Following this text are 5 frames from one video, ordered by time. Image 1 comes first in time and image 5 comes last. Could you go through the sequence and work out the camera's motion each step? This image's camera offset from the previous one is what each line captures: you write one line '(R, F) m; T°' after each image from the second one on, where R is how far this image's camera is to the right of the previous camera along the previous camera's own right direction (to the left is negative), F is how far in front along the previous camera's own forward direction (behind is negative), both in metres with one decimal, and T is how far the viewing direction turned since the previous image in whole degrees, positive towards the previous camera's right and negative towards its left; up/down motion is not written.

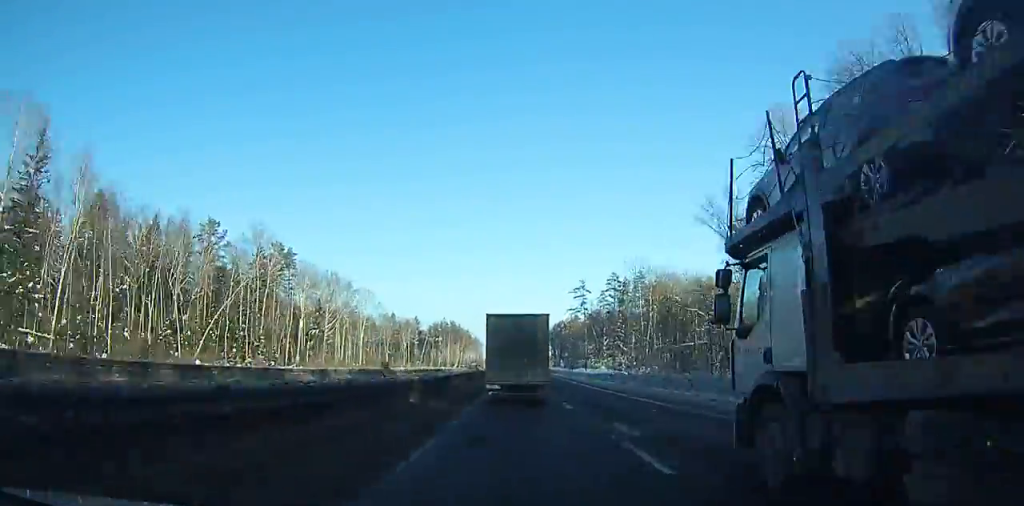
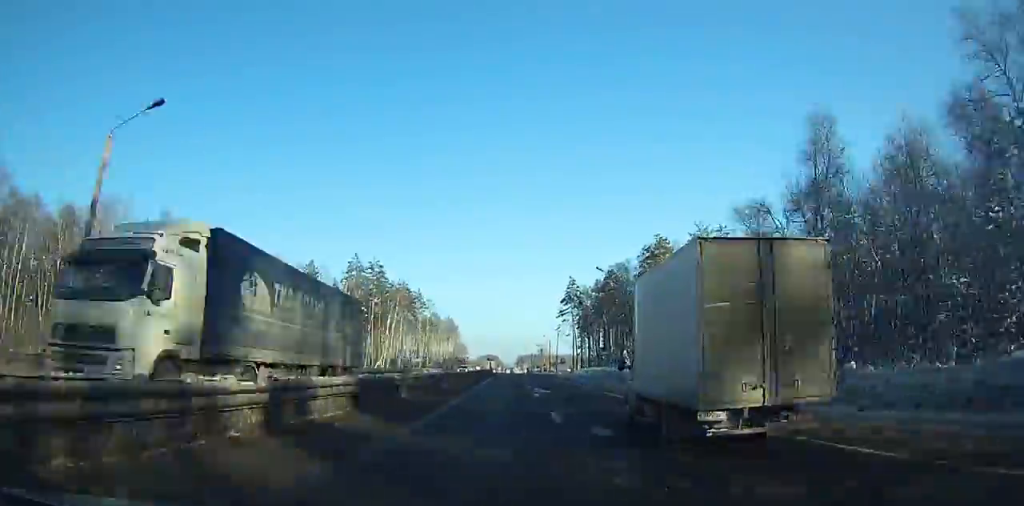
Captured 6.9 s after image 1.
(+0.4, +159.0) m; 0°
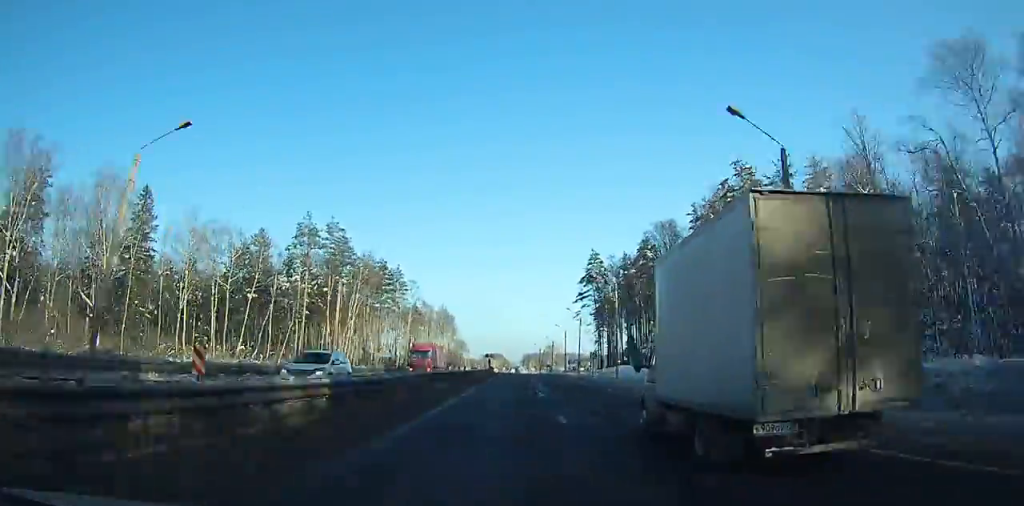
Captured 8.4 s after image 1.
(-0.1, +35.9) m; 0°
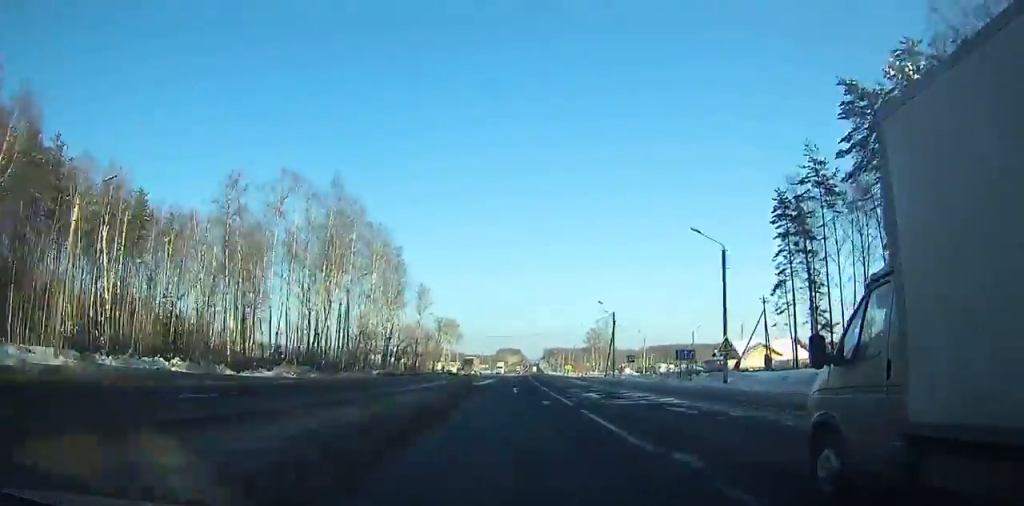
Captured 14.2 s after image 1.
(-1.3, +141.0) m; -1°
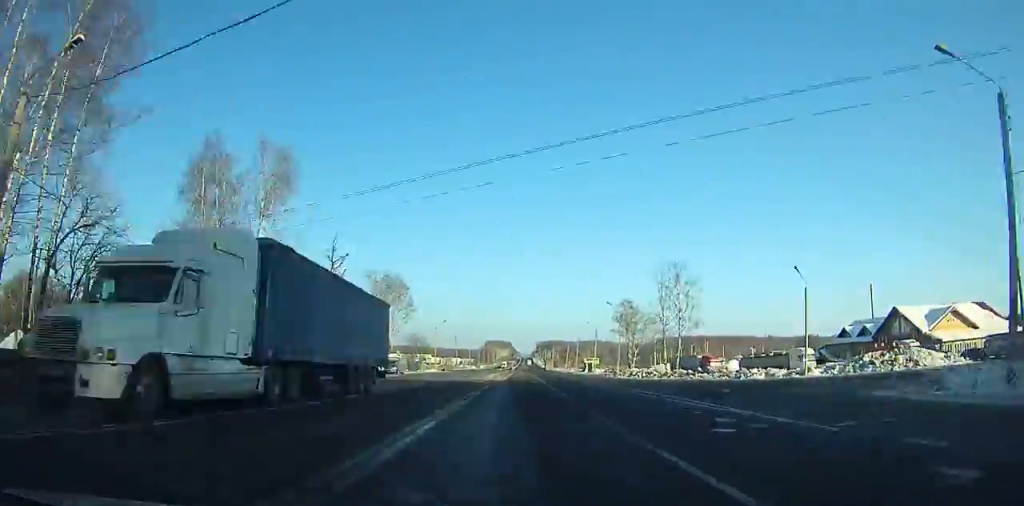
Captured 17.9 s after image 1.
(+0.5, +92.6) m; +1°
